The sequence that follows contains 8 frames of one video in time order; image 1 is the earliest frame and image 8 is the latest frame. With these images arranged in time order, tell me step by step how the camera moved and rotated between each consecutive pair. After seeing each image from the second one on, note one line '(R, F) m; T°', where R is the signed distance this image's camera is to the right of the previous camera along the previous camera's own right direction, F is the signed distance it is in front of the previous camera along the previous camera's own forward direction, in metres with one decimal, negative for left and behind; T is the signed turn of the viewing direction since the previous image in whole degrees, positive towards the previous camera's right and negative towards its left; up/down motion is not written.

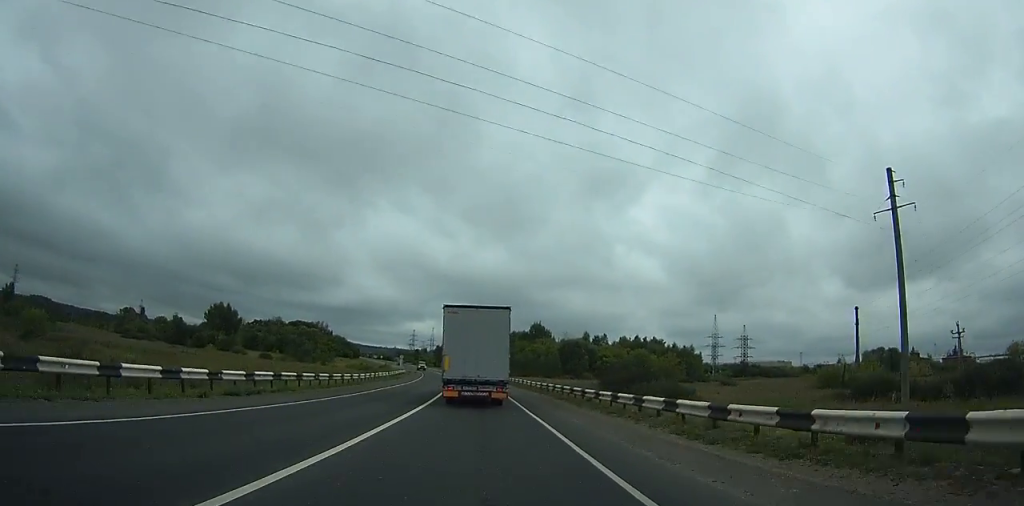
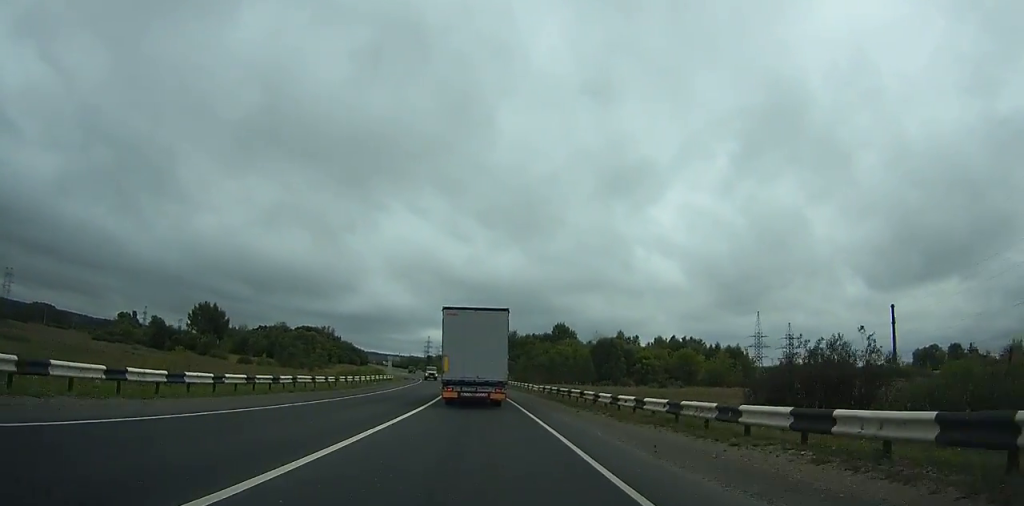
(-1.1, +27.7) m; -3°
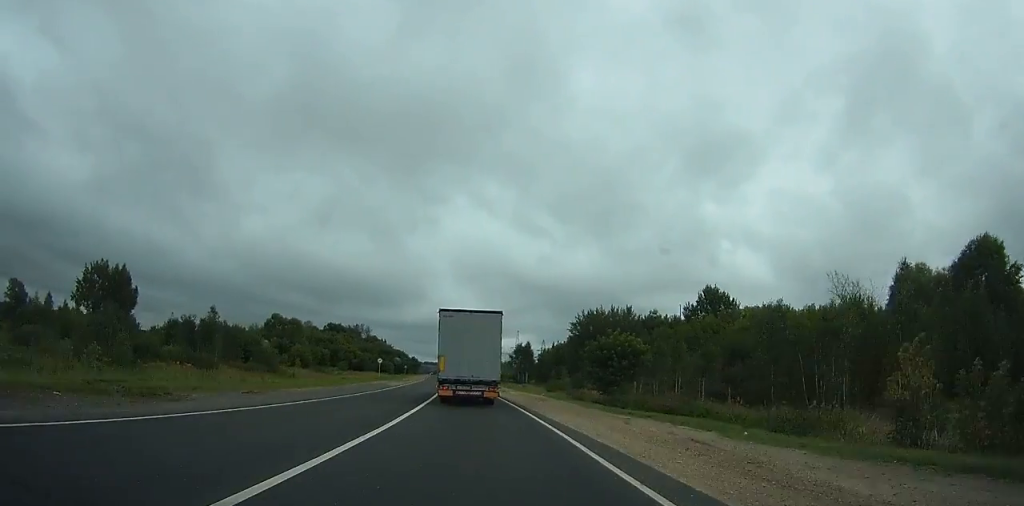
(-6.6, +98.6) m; -8°
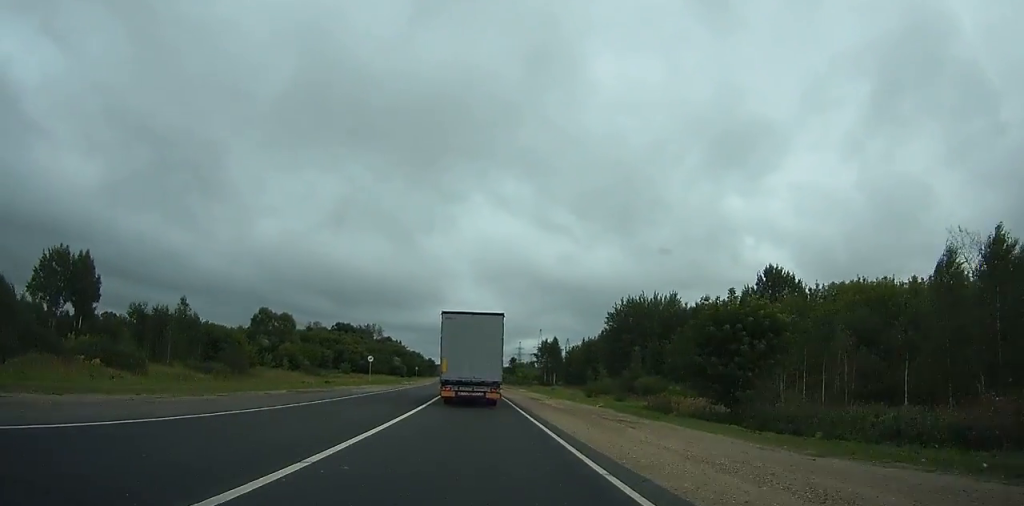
(-0.6, +21.1) m; -2°
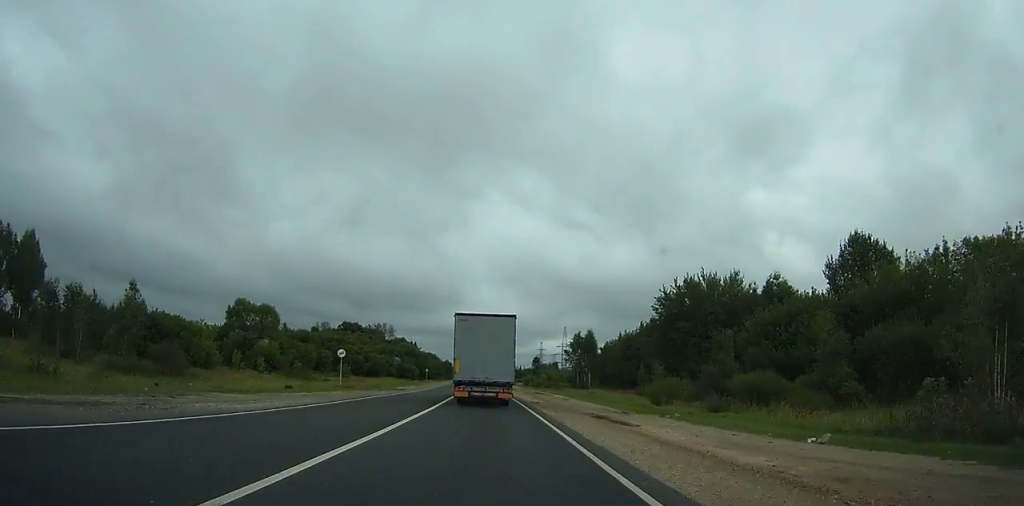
(-0.3, +22.3) m; -2°
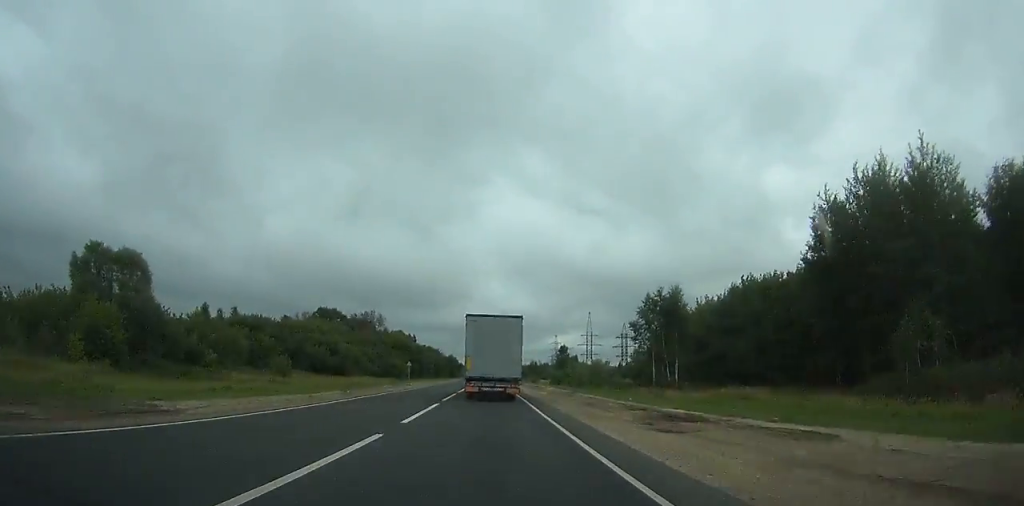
(-1.8, +48.4) m; -3°
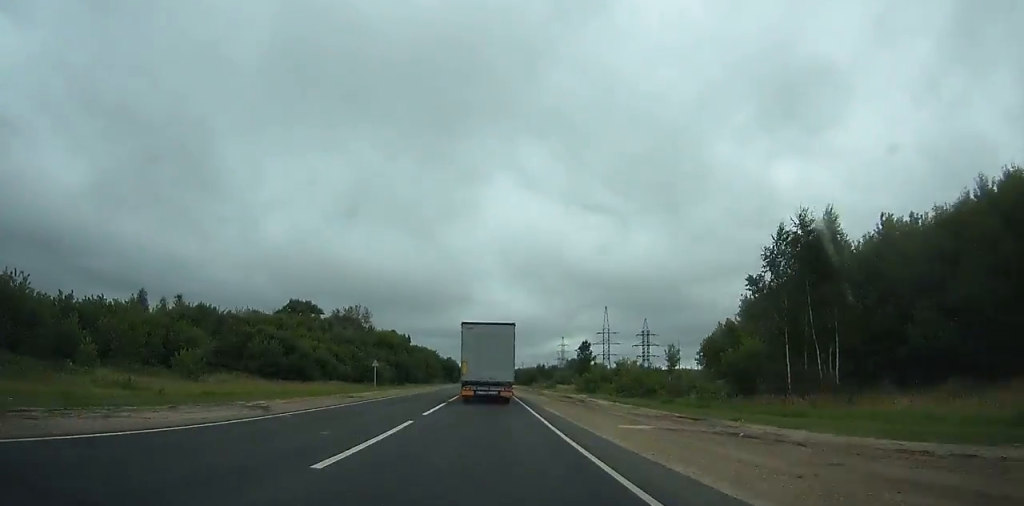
(-0.5, +31.2) m; -1°
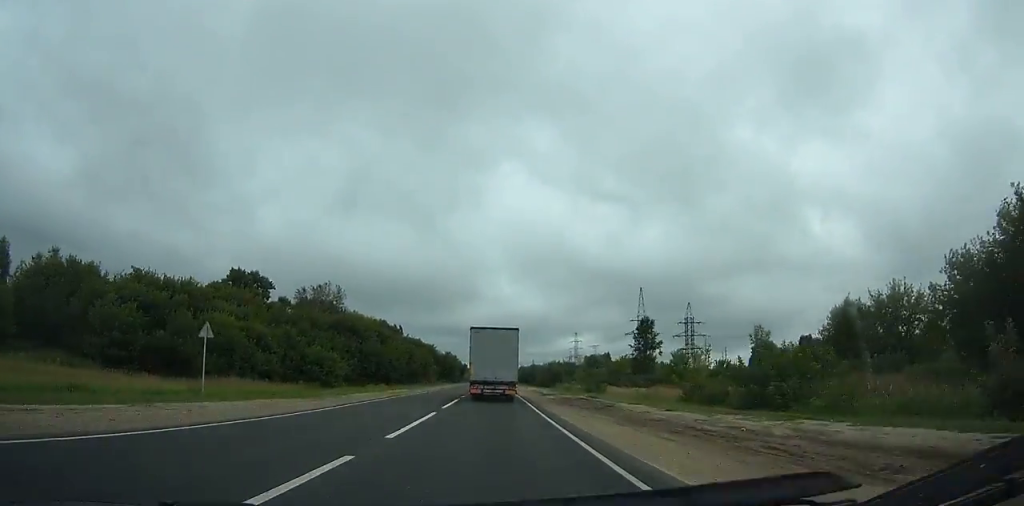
(-0.2, +43.9) m; -1°
